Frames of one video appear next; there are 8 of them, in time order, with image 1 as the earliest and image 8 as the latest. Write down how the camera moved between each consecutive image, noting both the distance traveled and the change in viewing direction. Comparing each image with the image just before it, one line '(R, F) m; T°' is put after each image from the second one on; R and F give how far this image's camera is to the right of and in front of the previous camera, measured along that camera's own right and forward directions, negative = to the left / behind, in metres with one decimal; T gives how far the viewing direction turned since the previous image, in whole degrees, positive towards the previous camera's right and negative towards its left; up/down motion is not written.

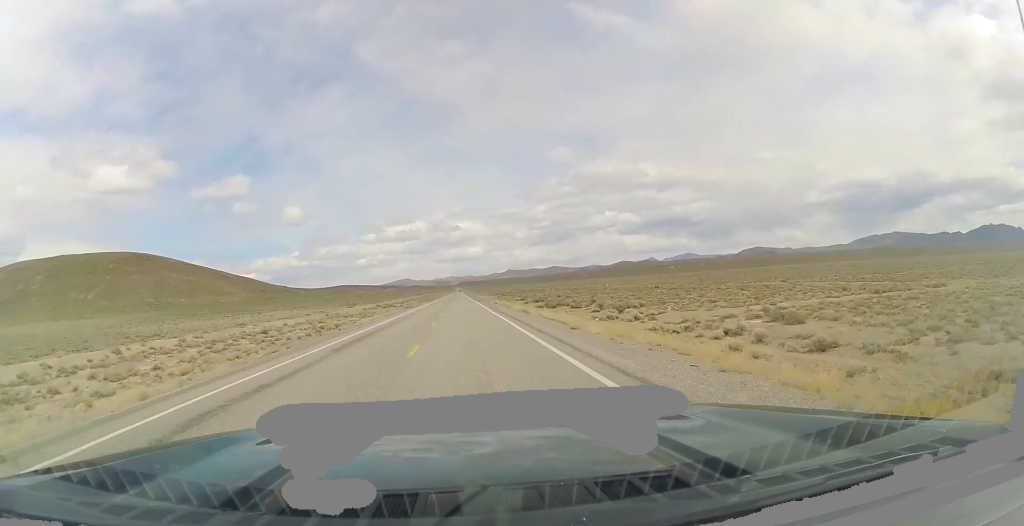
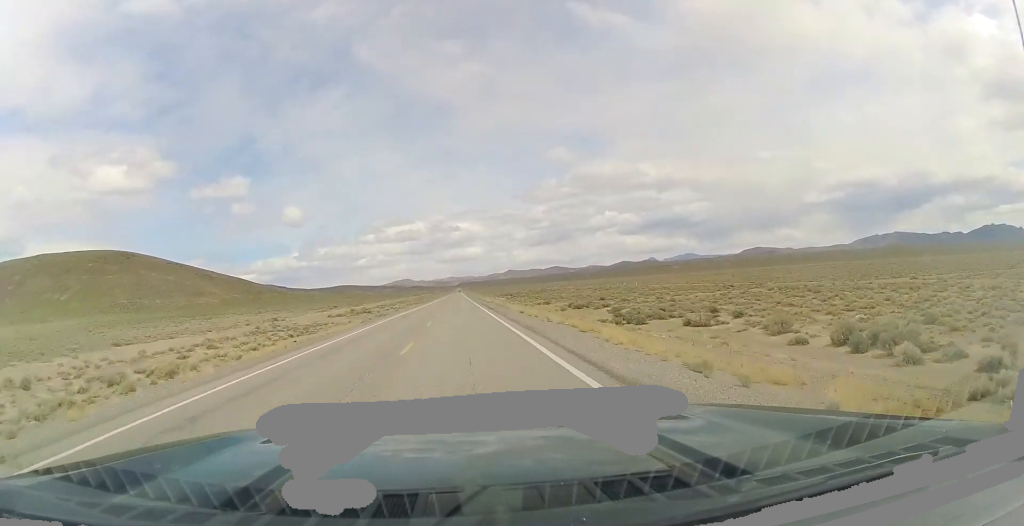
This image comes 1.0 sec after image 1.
(0.0, +35.9) m; -1°
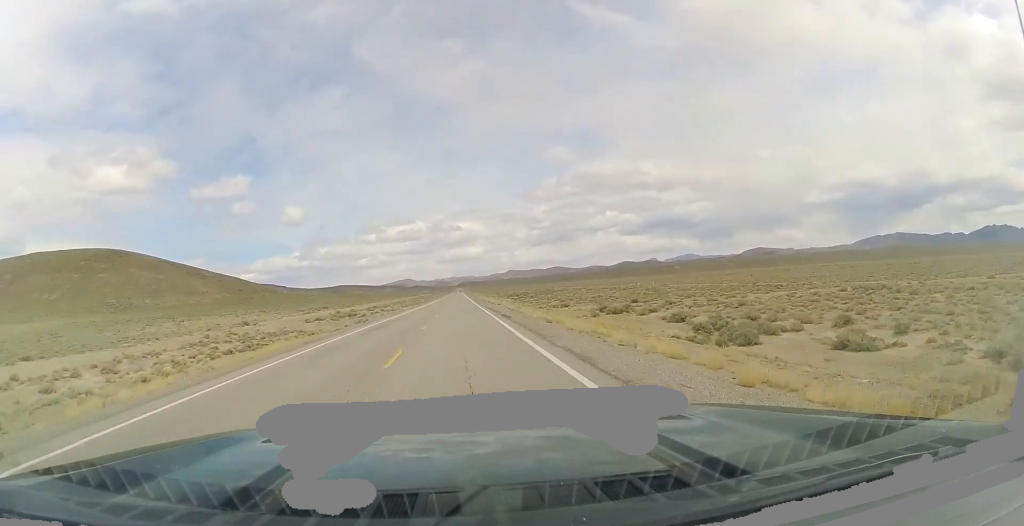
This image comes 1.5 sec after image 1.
(-0.1, +15.0) m; -1°
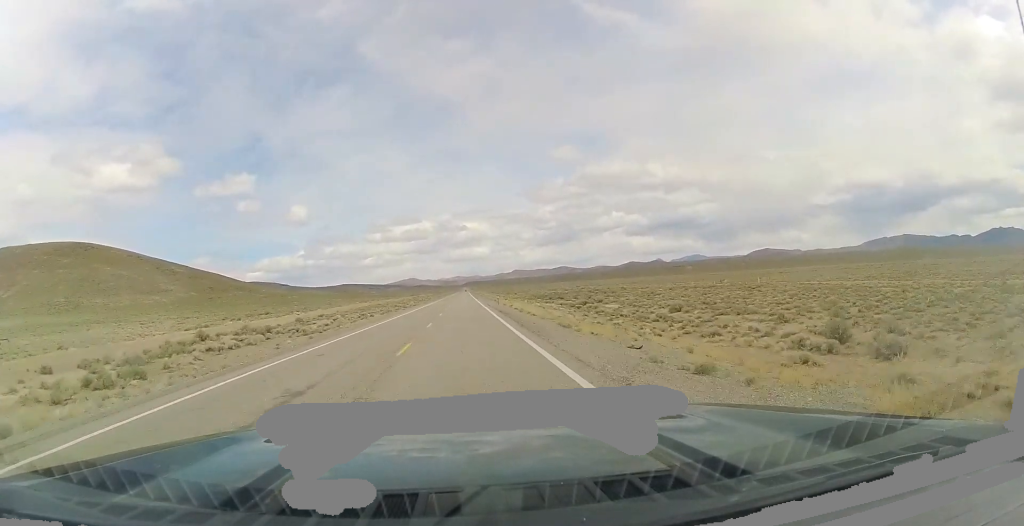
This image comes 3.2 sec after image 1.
(-0.2, +58.9) m; 0°
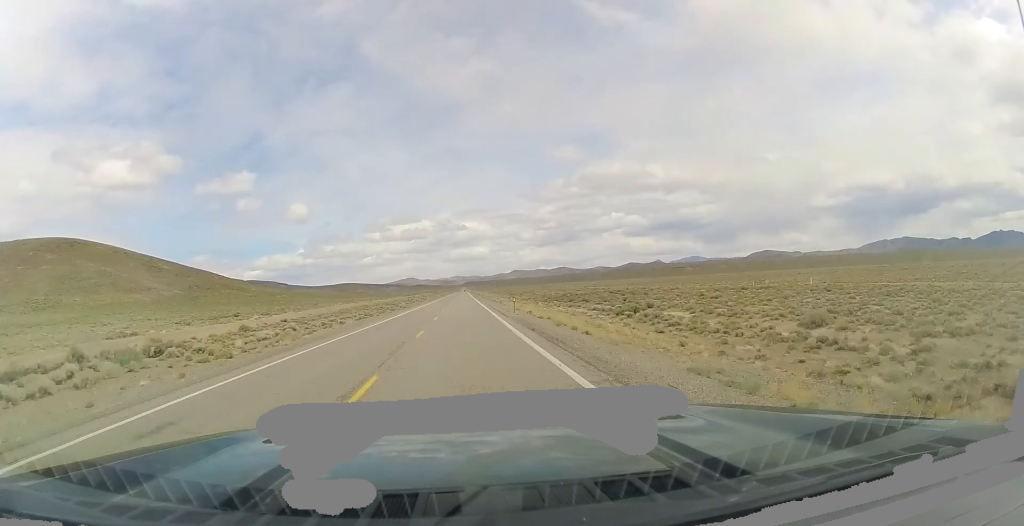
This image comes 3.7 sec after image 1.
(0.0, +18.5) m; 0°
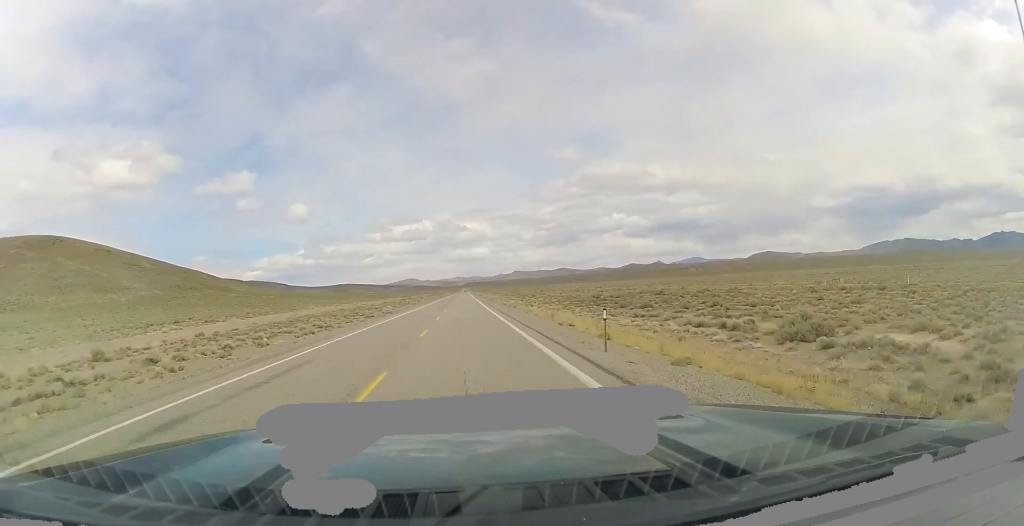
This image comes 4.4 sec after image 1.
(+0.1, +24.4) m; 0°
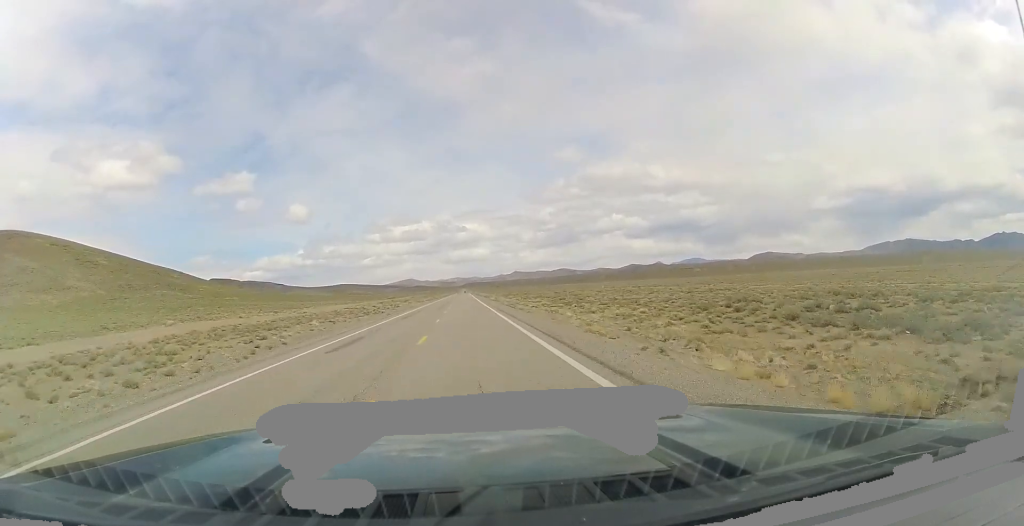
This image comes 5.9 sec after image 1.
(-0.2, +52.2) m; 0°
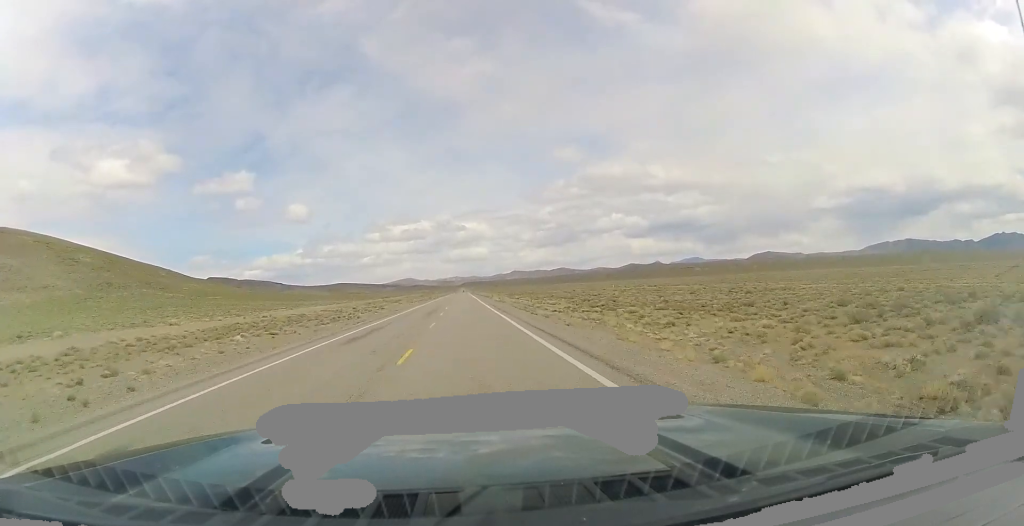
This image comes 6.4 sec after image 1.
(0.0, +17.4) m; 0°
